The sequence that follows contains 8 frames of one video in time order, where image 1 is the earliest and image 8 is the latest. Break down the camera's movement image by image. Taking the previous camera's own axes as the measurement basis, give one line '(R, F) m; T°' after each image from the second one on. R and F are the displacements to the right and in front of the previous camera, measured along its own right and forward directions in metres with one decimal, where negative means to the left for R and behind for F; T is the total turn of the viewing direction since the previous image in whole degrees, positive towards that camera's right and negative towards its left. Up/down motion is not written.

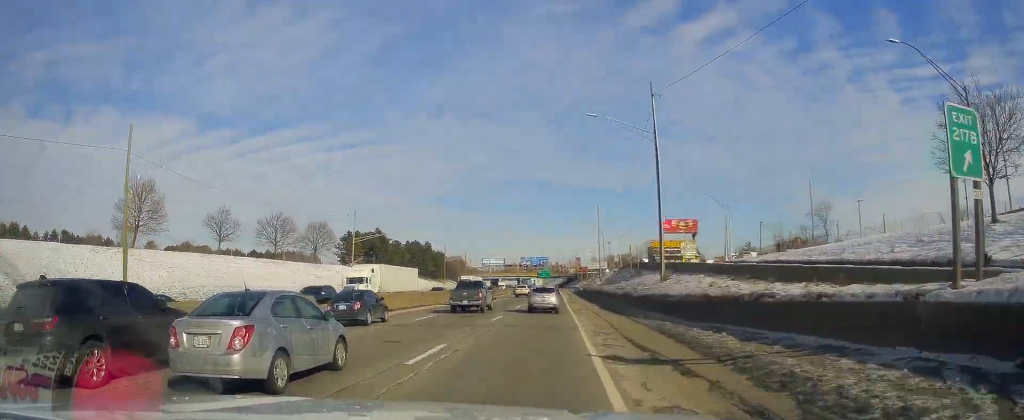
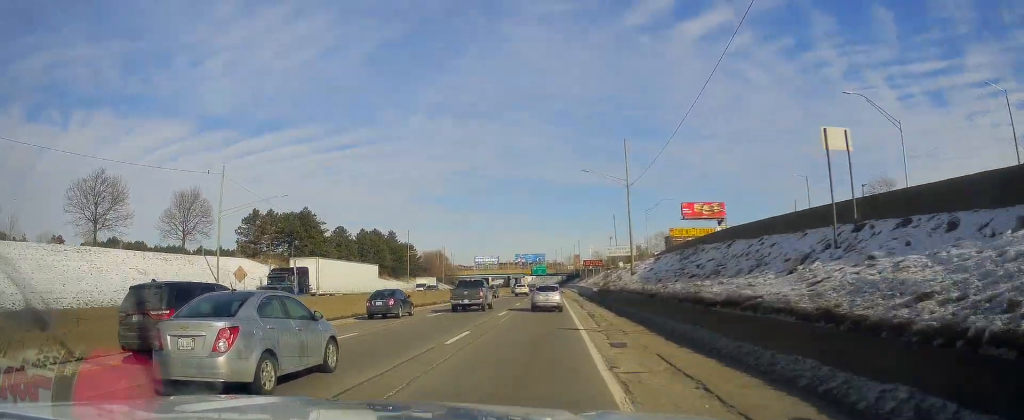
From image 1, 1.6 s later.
(+0.2, +43.1) m; +1°
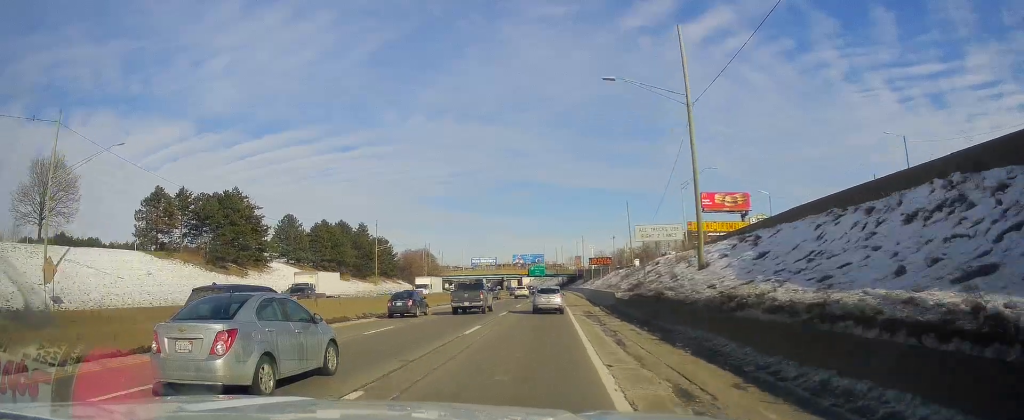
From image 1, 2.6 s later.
(+0.1, +26.0) m; 0°
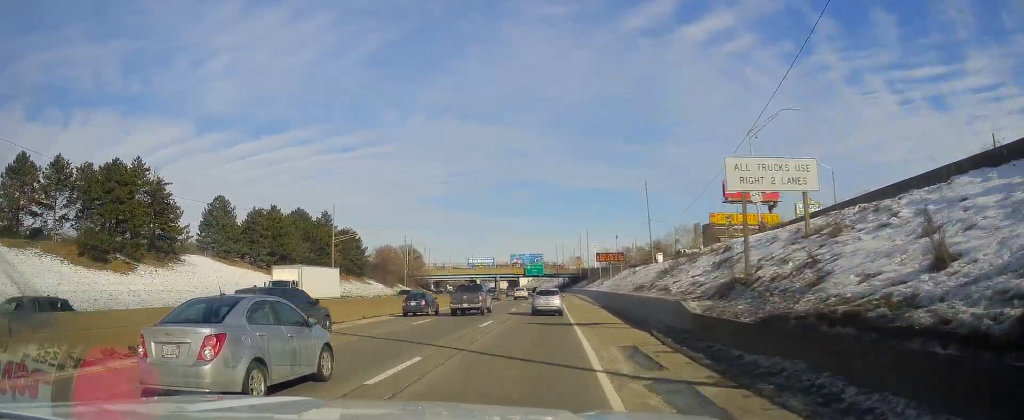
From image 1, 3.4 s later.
(-0.1, +23.2) m; 0°
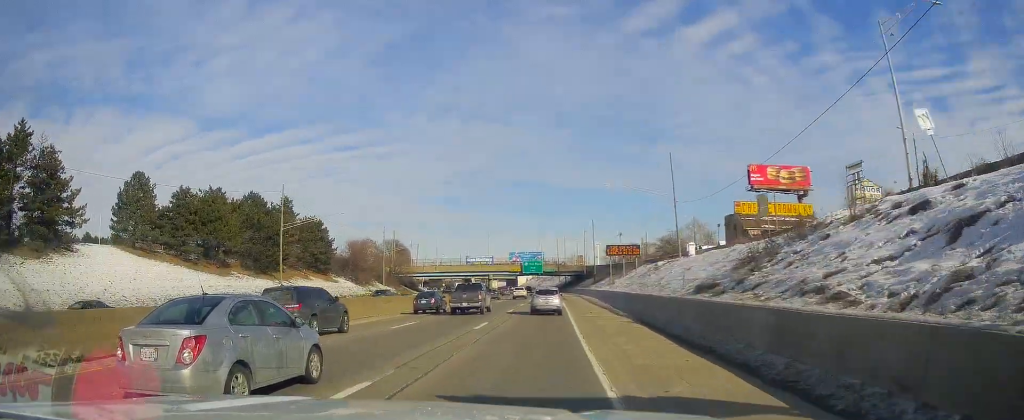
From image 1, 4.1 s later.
(+0.2, +18.6) m; 0°
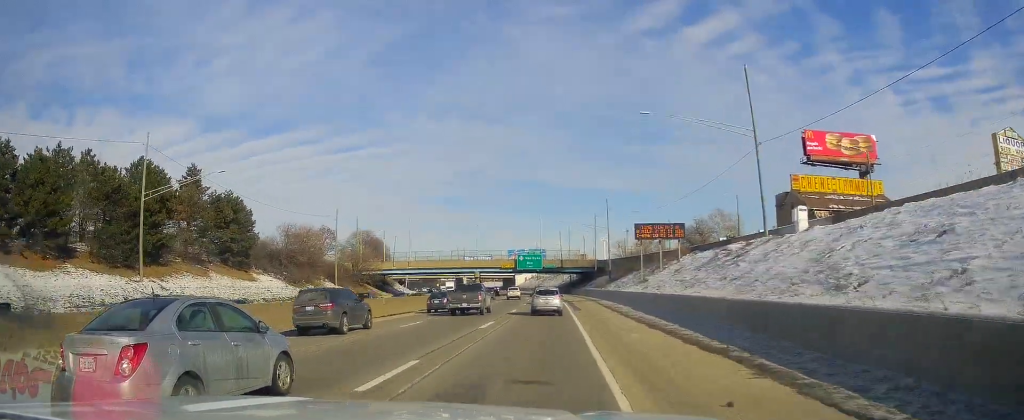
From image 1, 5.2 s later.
(-0.1, +28.4) m; -1°
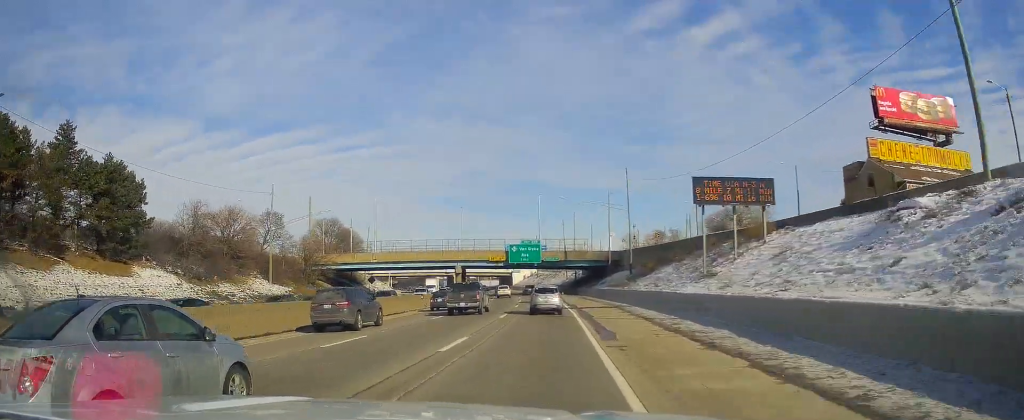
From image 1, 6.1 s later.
(-0.5, +23.8) m; -1°
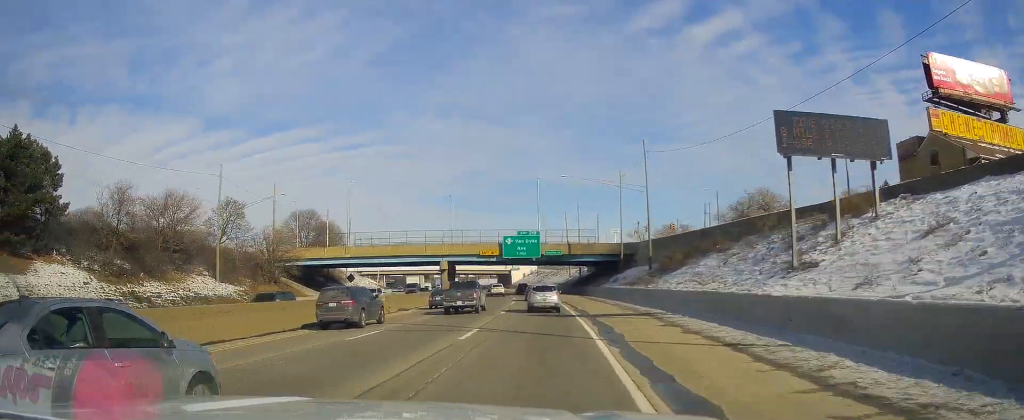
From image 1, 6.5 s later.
(0.0, +13.0) m; 0°
